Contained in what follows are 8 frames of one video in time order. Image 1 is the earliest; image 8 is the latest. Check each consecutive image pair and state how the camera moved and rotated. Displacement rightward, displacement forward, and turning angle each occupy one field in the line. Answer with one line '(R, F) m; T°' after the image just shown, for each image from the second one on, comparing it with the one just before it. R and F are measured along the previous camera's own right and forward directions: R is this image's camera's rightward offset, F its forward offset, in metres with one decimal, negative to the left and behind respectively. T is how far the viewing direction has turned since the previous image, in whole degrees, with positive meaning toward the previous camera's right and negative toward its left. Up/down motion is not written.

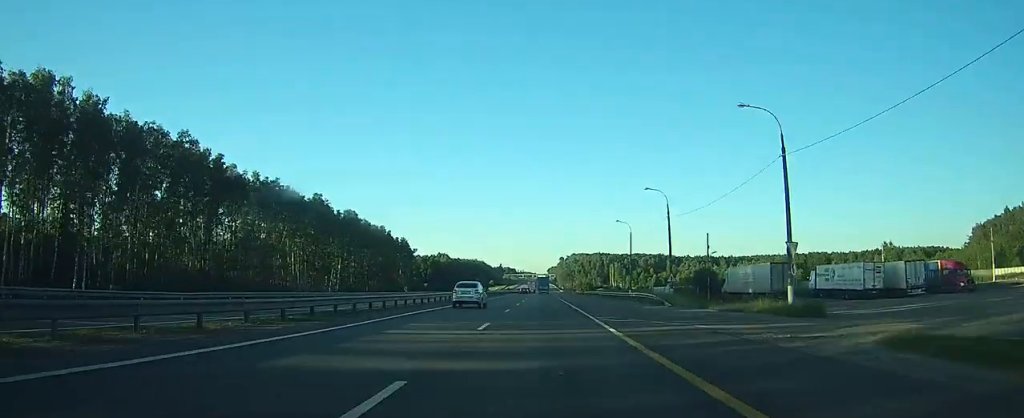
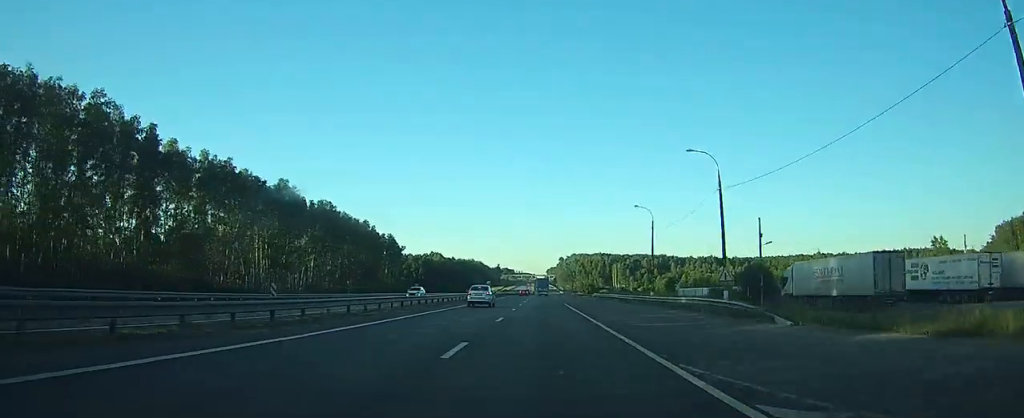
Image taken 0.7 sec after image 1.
(0.0, +18.2) m; 0°
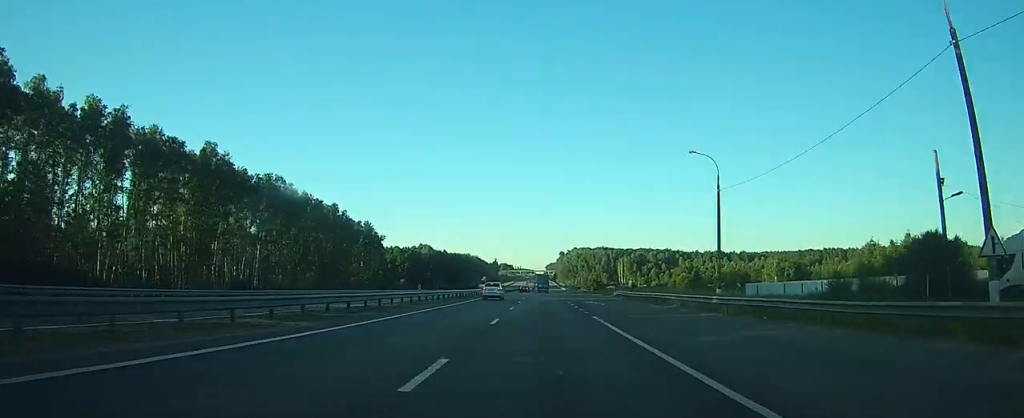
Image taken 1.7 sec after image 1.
(0.0, +27.3) m; 0°
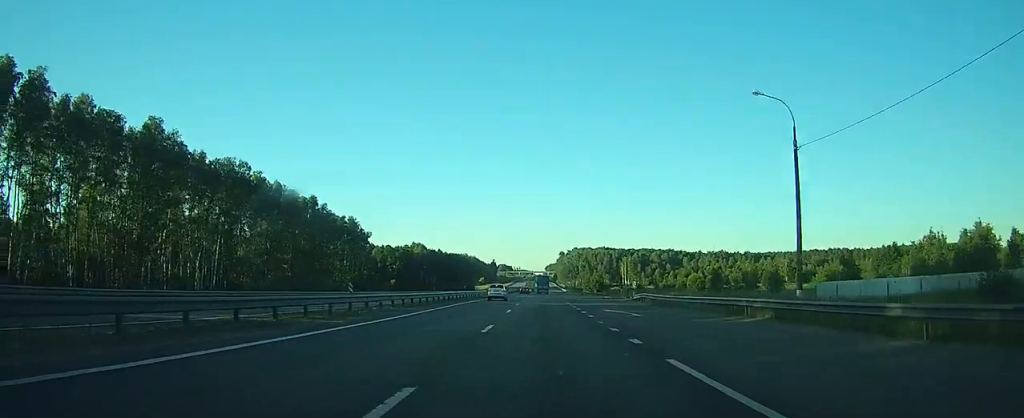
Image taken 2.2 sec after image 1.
(0.0, +14.6) m; 0°
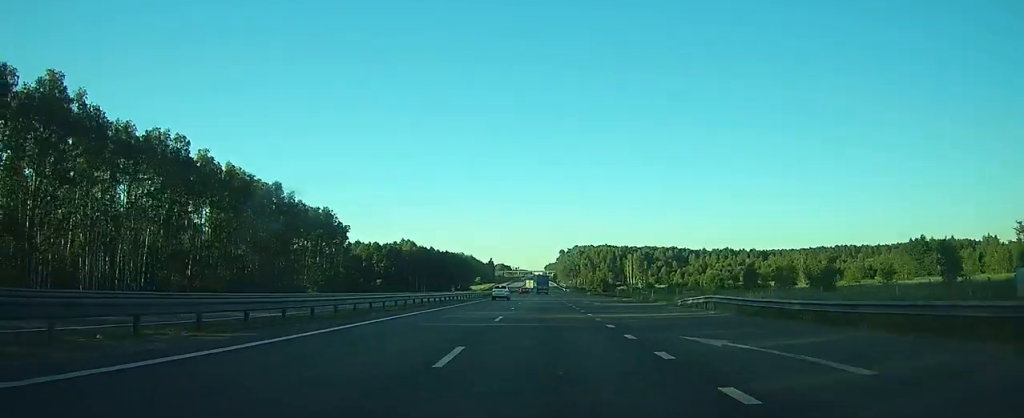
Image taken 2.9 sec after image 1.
(0.0, +19.2) m; 0°
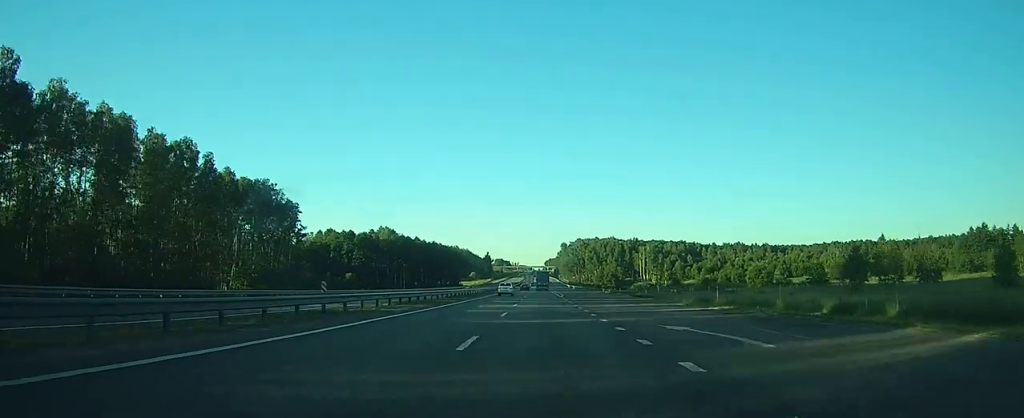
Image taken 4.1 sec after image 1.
(-0.1, +33.7) m; 0°
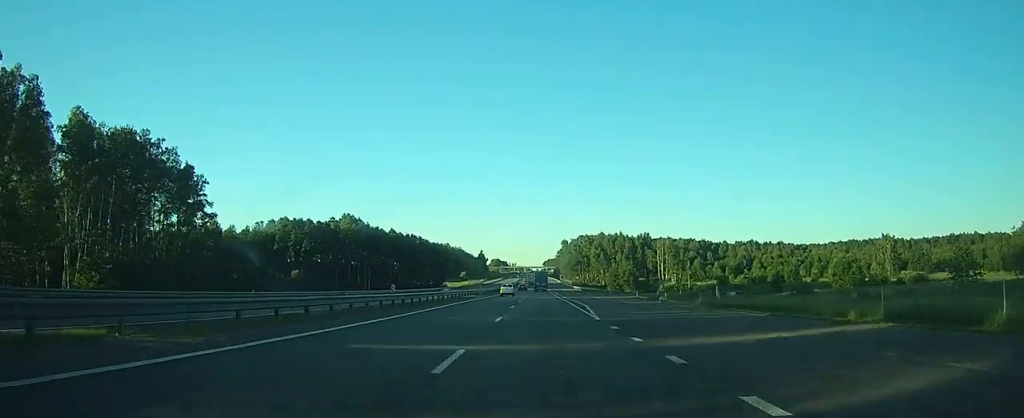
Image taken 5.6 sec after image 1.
(-0.1, +38.9) m; 0°
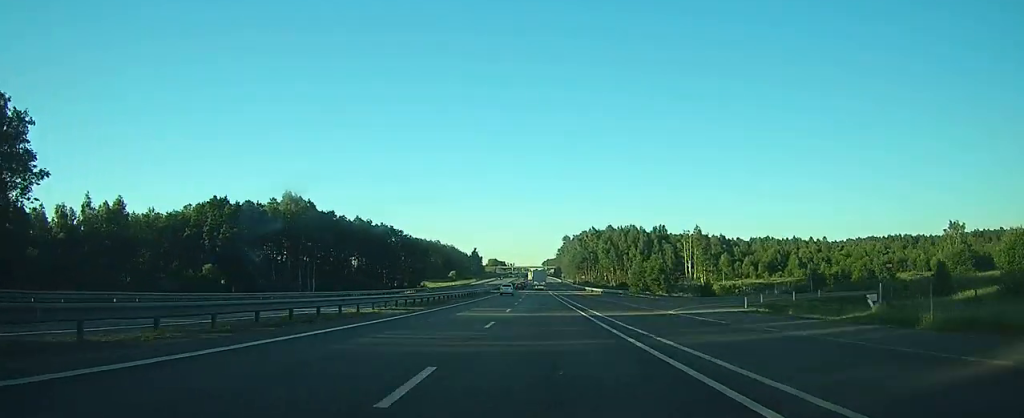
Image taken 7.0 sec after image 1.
(+0.2, +38.4) m; 0°
